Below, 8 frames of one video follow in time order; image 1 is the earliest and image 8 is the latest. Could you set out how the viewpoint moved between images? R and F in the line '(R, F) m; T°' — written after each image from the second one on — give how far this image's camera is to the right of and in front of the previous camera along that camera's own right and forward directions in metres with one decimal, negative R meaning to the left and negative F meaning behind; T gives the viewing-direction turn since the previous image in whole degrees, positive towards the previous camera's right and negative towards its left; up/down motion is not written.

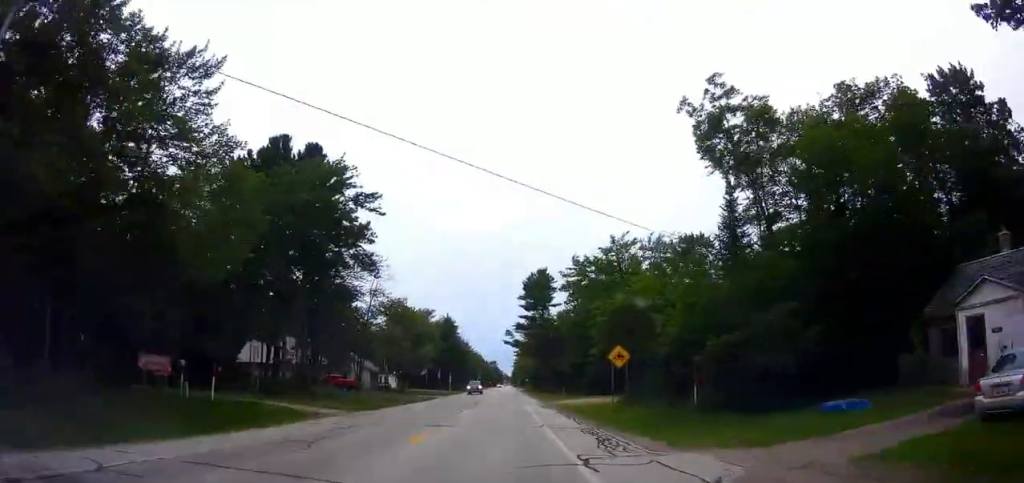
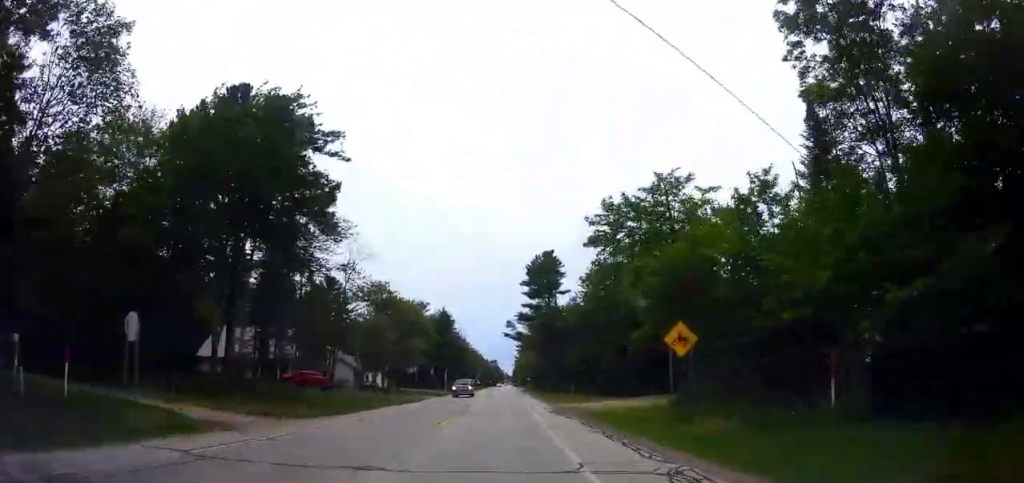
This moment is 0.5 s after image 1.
(-0.3, +9.8) m; 0°
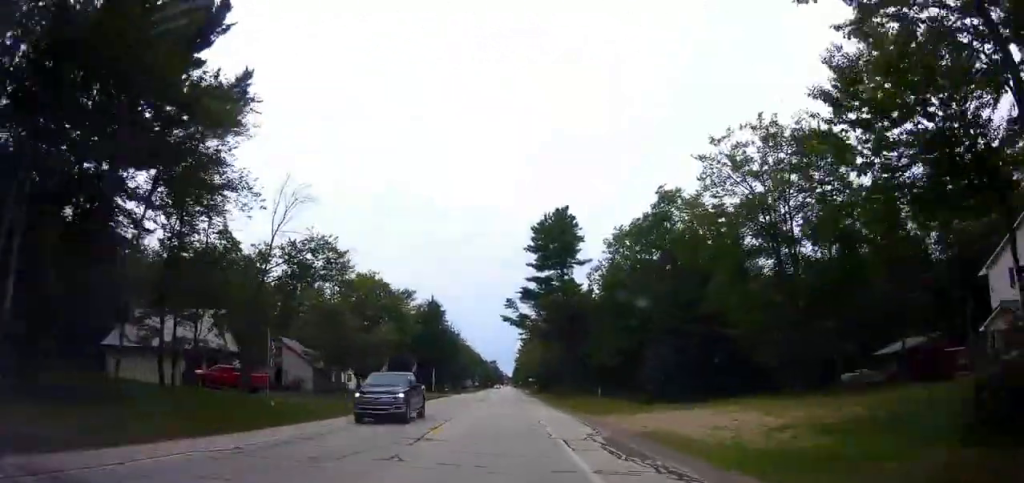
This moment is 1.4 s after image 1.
(+0.2, +16.2) m; +2°
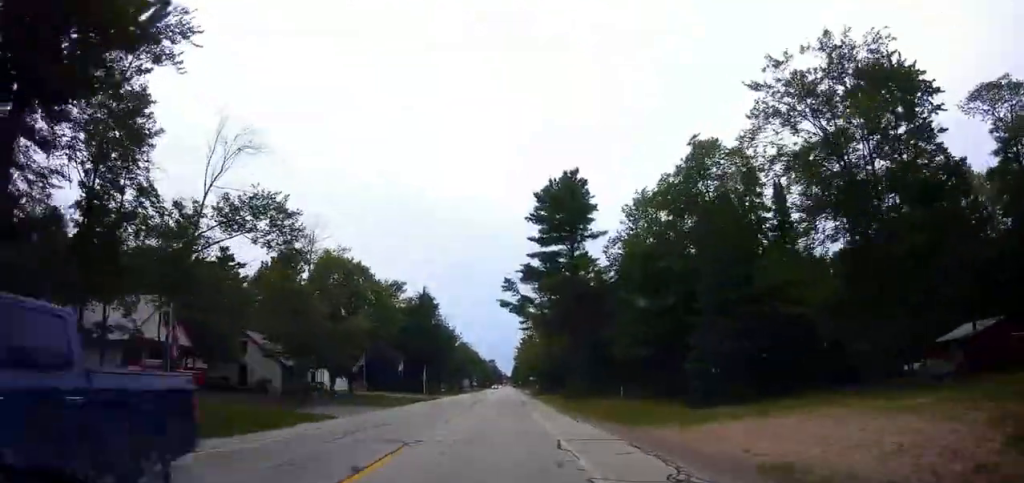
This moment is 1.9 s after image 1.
(0.0, +8.3) m; +1°
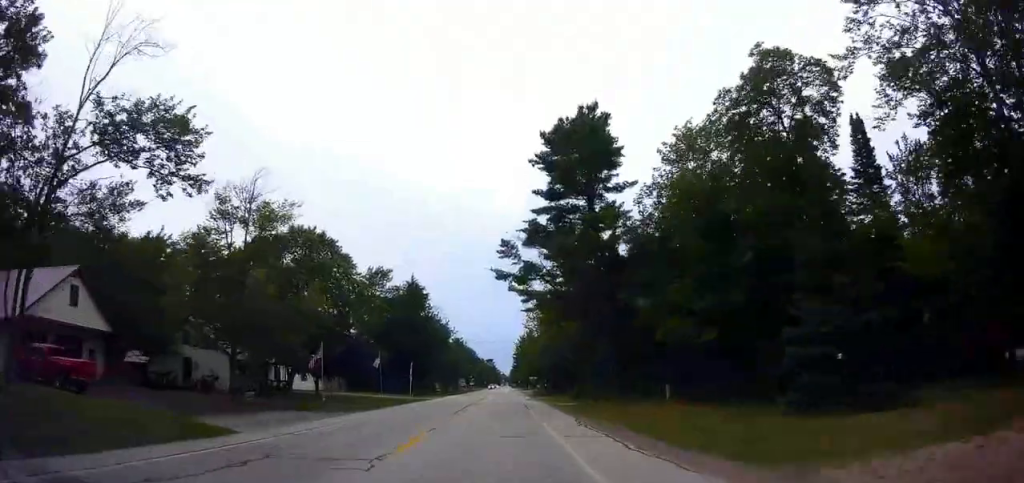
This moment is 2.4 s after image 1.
(+0.2, +9.0) m; 0°
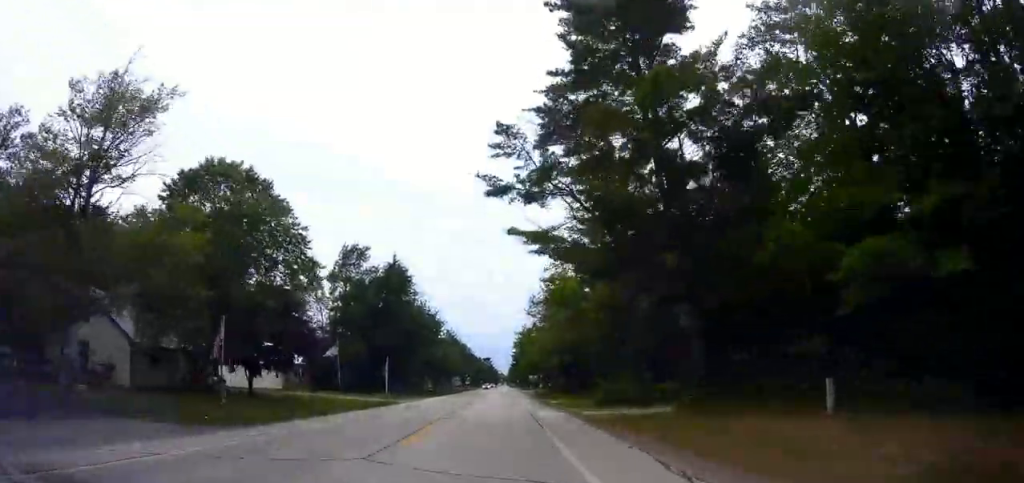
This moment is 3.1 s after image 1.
(0.0, +12.9) m; -1°
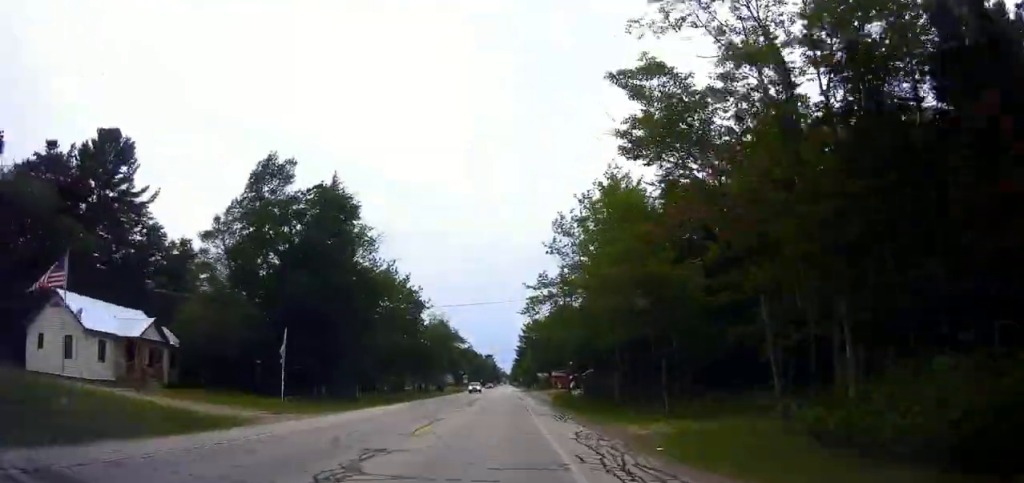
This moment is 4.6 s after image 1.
(-1.0, +29.5) m; 0°
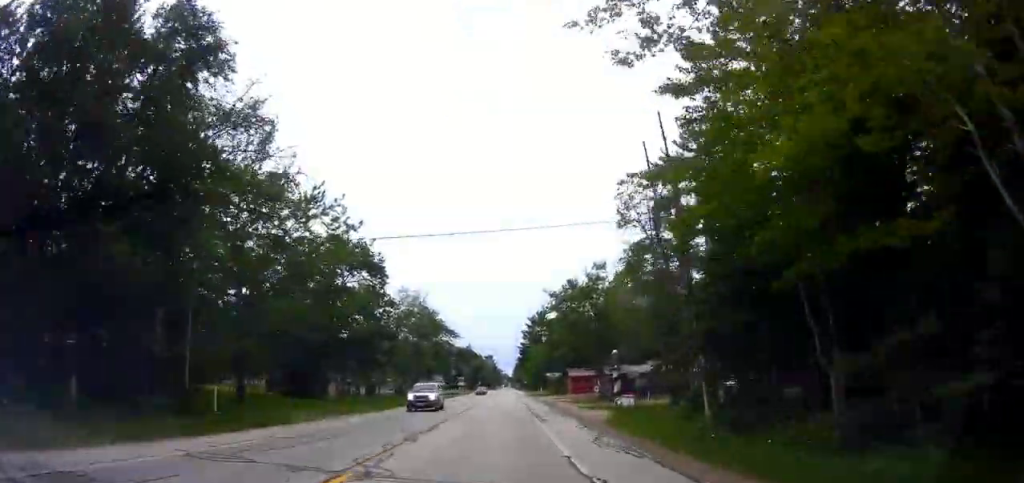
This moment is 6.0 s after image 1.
(+0.7, +24.4) m; +1°
